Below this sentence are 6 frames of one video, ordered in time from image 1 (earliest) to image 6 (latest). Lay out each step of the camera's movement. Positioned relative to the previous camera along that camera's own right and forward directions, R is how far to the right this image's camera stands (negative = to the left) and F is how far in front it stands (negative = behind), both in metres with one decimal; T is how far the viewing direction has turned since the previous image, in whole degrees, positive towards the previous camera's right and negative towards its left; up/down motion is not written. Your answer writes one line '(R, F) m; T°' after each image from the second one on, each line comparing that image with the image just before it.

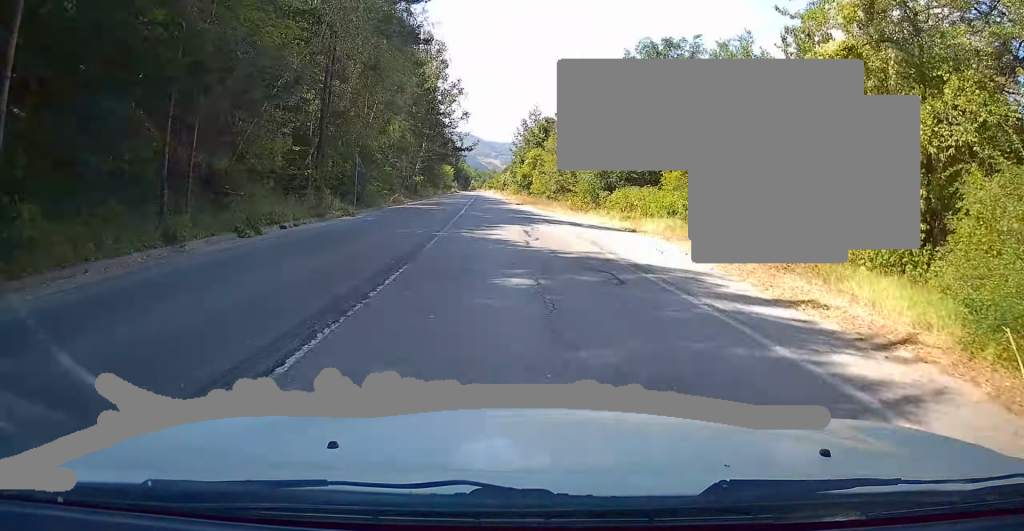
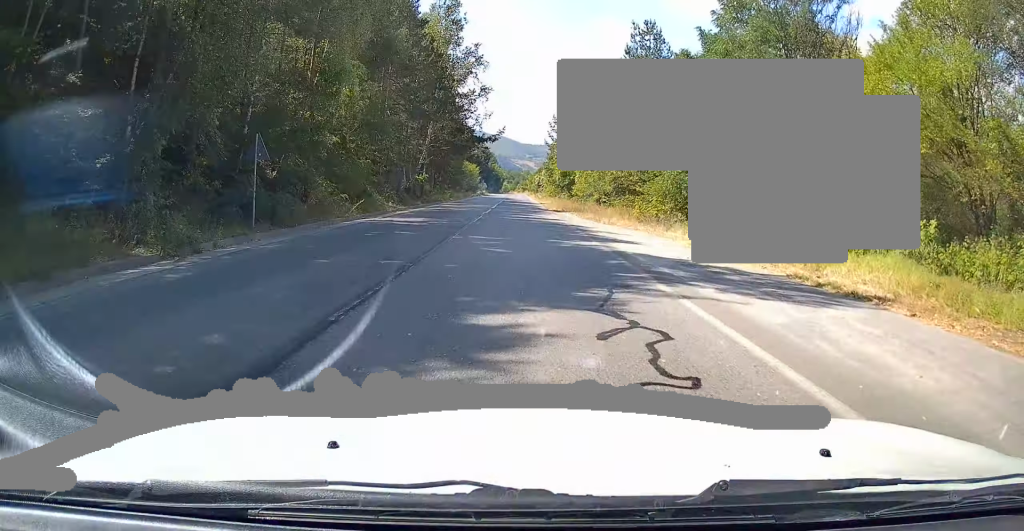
(-0.5, +15.5) m; -4°
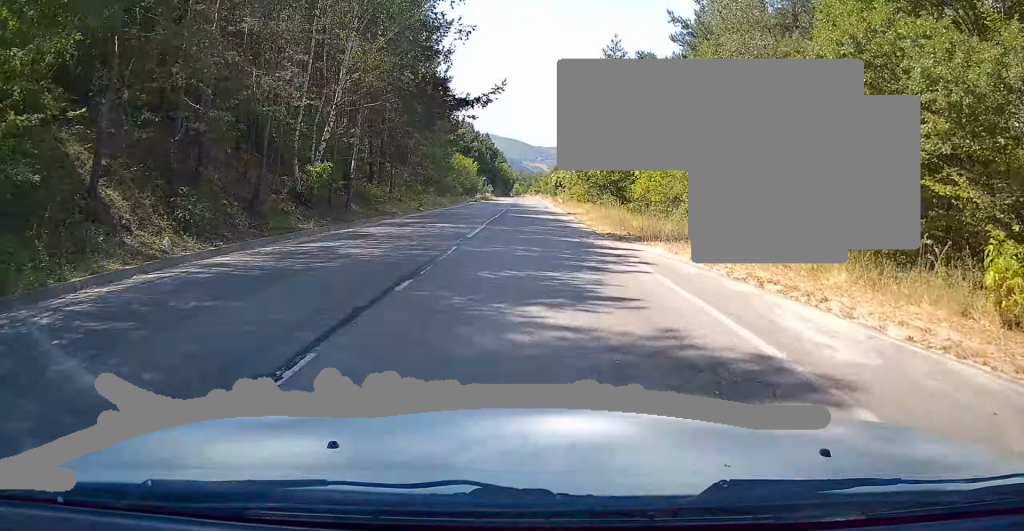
(-1.3, +24.4) m; -4°
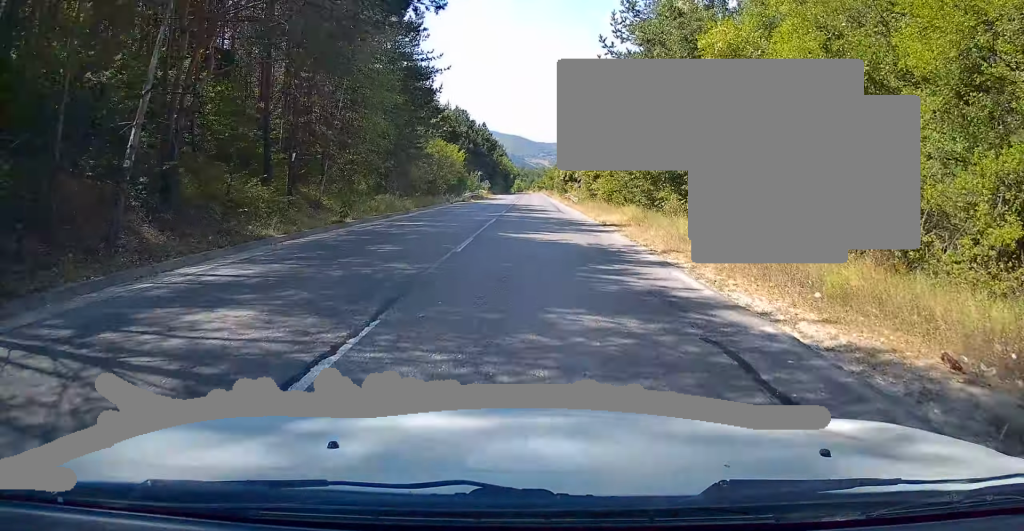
(-0.1, +16.6) m; 0°
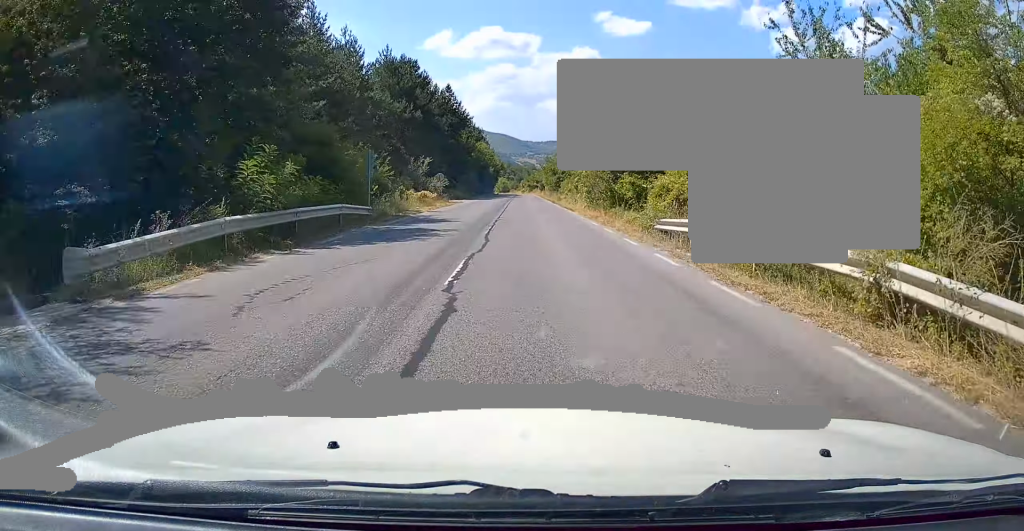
(-0.6, +50.0) m; -2°
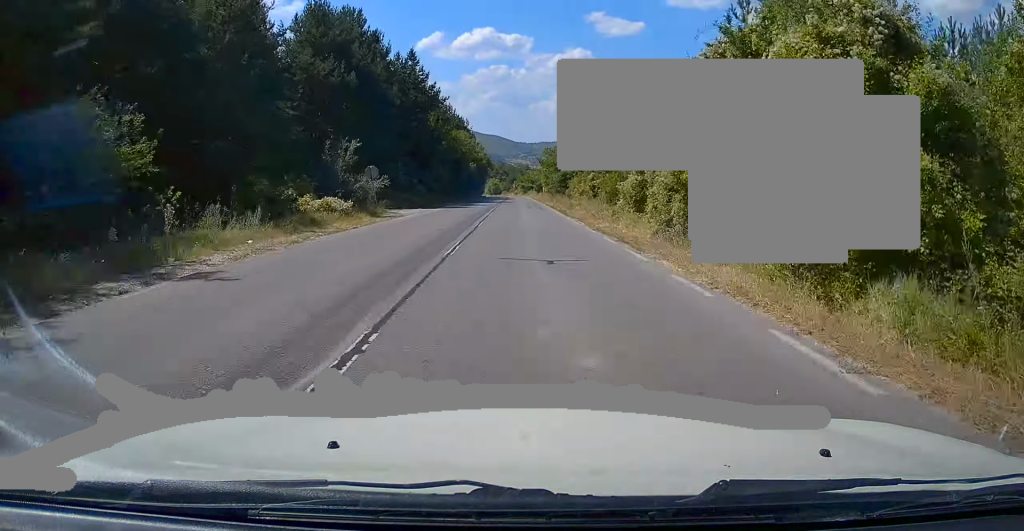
(-0.1, +24.0) m; +1°
